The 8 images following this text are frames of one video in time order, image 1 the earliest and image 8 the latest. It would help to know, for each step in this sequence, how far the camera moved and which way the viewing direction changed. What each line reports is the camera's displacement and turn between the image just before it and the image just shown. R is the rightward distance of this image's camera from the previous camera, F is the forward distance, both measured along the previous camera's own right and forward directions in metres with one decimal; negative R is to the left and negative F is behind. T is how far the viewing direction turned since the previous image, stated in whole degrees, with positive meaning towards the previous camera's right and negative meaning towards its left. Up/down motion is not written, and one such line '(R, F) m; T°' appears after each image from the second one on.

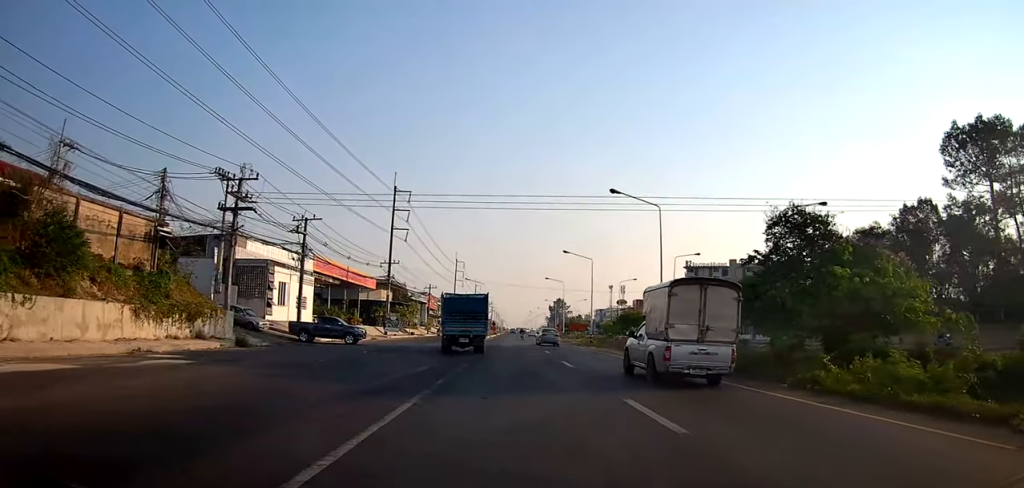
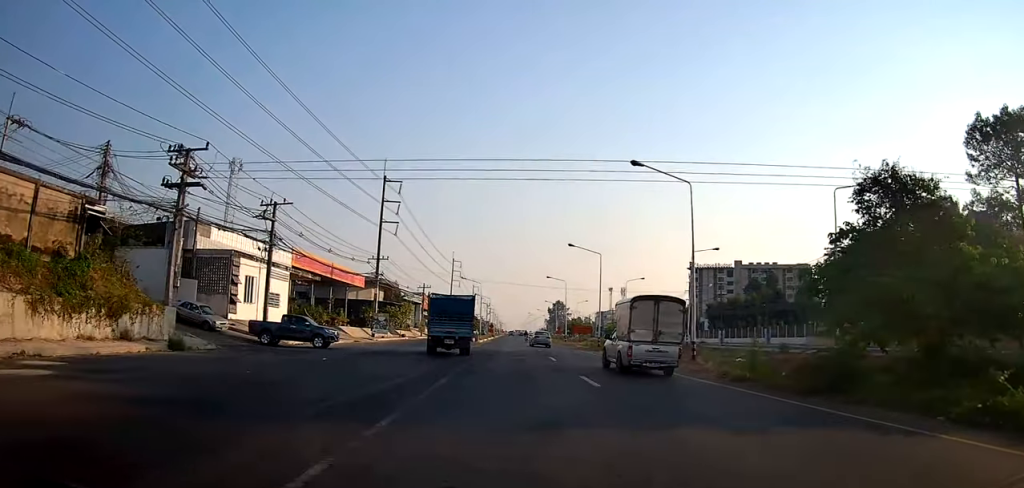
(+0.3, +6.0) m; 0°
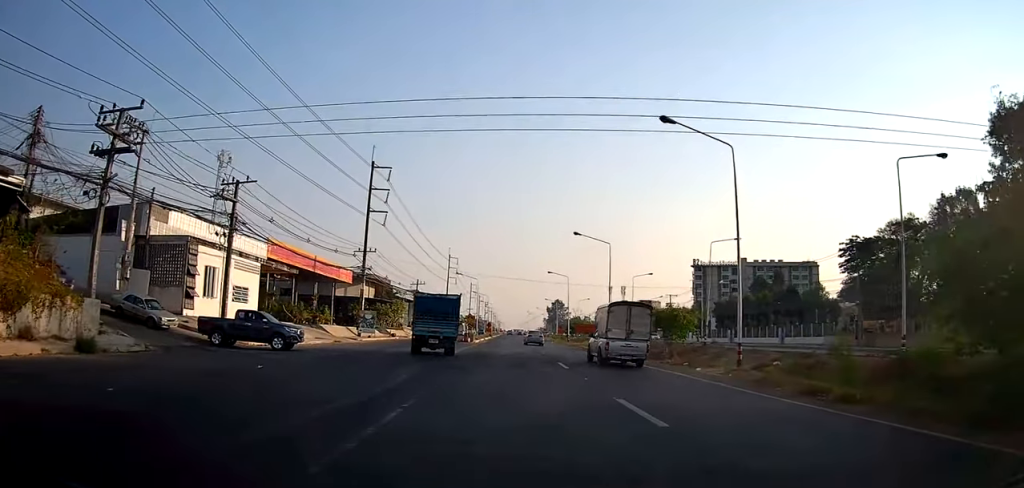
(+0.4, +5.6) m; 0°
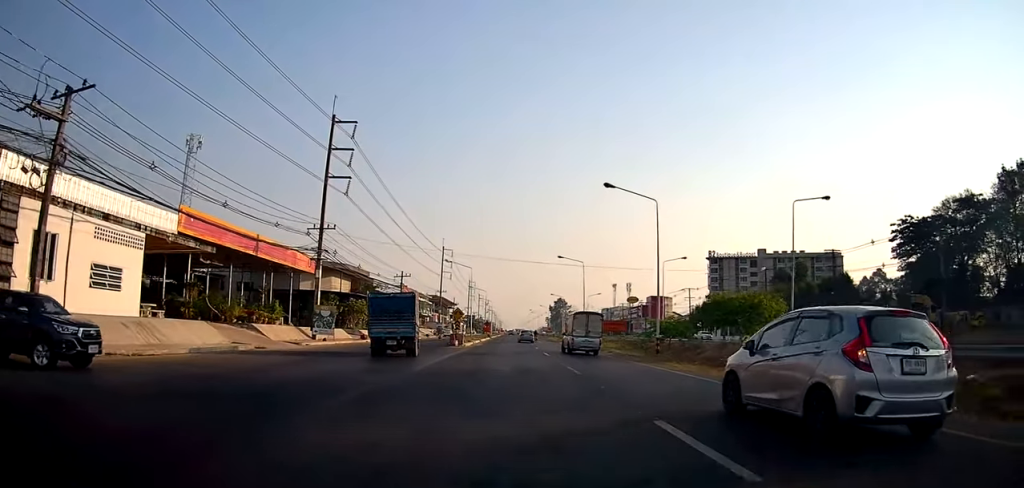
(-0.8, +14.8) m; -3°
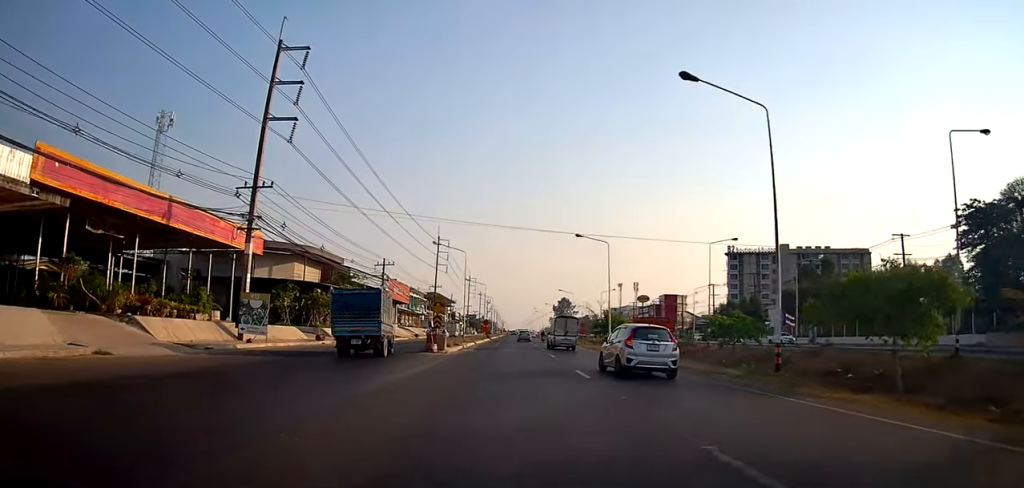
(+0.2, +13.8) m; +2°
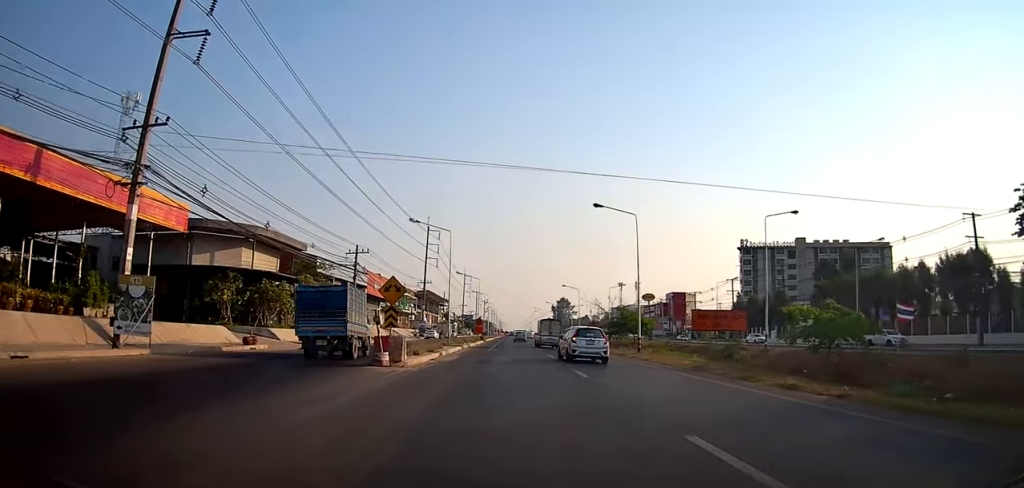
(+0.2, +11.5) m; -1°
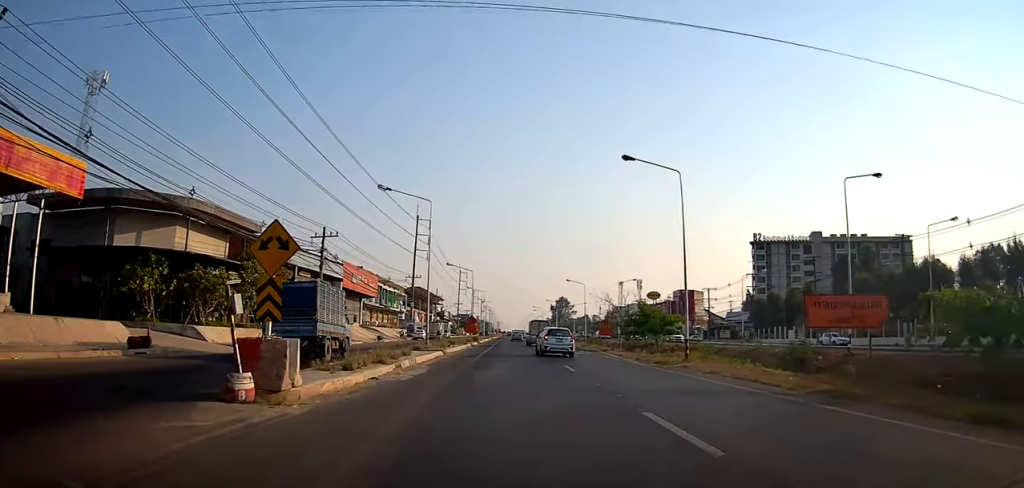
(-0.5, +10.1) m; 0°
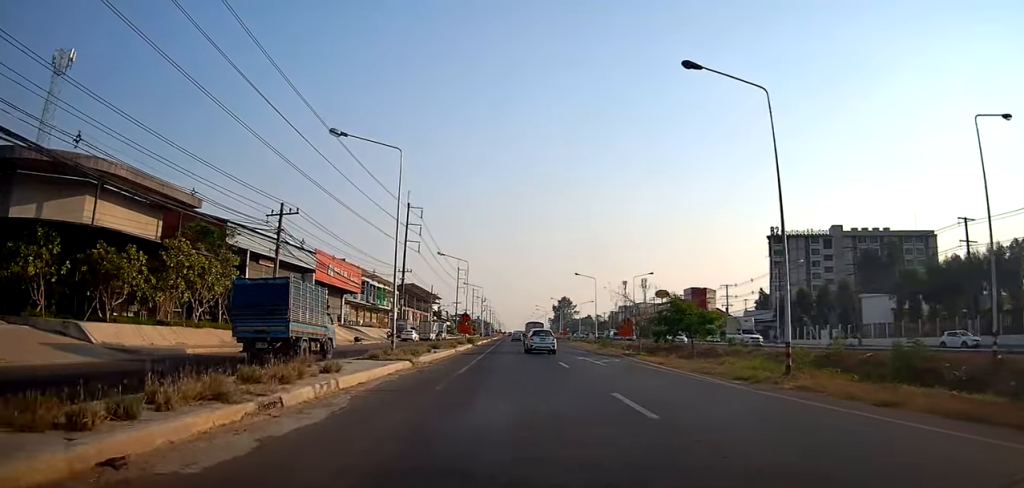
(+0.4, +9.6) m; +1°
